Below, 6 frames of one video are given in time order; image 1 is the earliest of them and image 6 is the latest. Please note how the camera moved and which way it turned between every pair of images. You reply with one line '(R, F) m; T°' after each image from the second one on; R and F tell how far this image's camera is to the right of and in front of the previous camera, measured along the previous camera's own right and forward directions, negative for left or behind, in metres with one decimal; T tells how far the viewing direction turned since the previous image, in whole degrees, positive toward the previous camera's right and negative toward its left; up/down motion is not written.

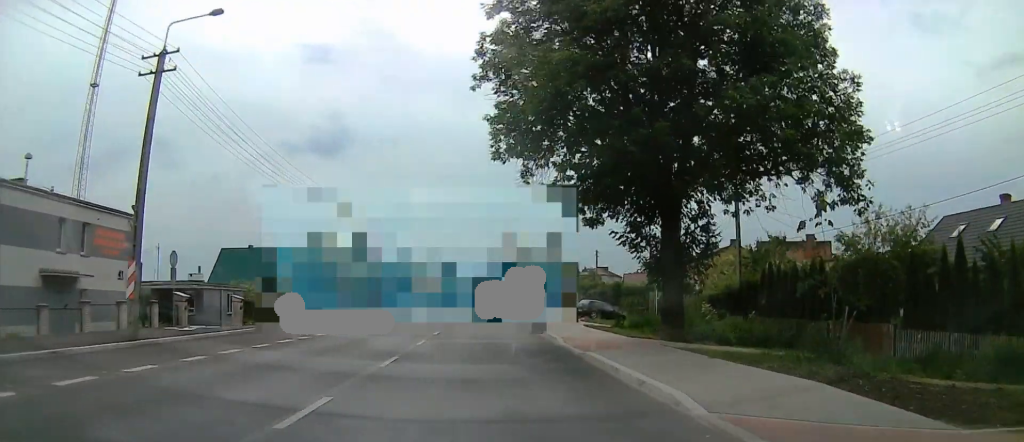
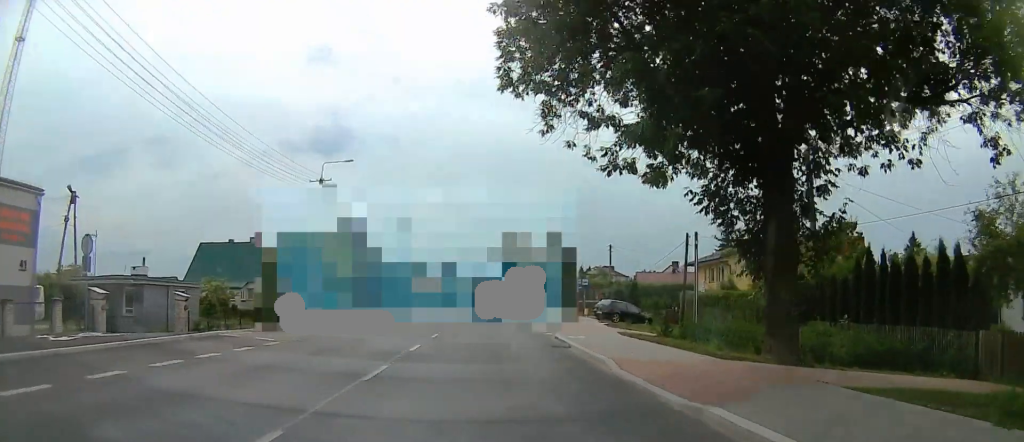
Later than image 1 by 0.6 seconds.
(0.0, +8.1) m; 0°
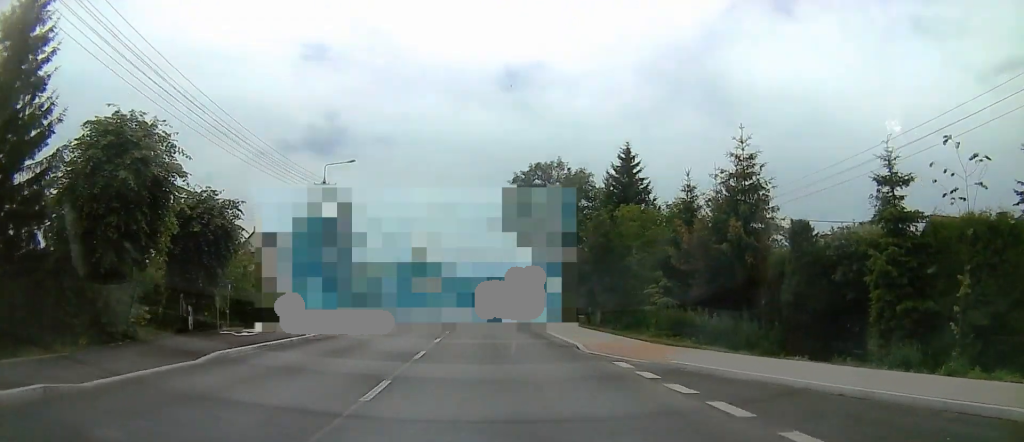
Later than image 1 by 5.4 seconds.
(+0.3, +61.2) m; +1°
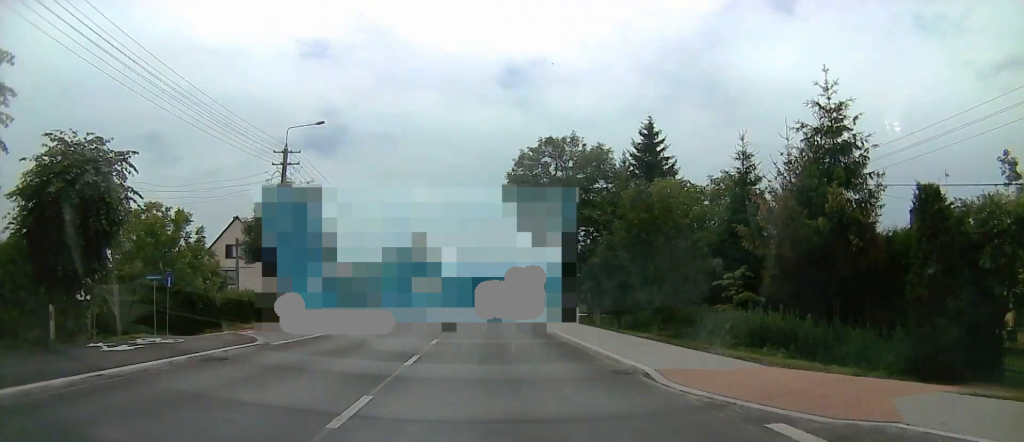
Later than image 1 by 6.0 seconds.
(0.0, +7.8) m; +2°
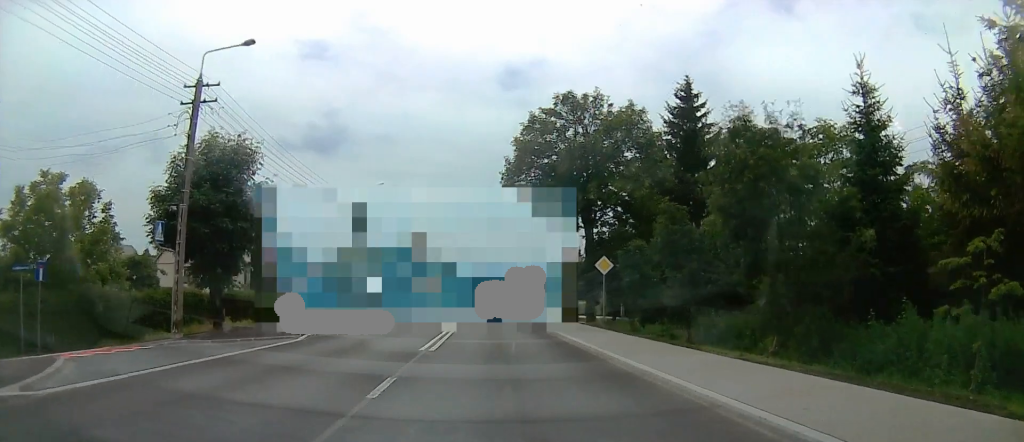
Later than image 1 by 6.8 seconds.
(+0.2, +9.9) m; +2°
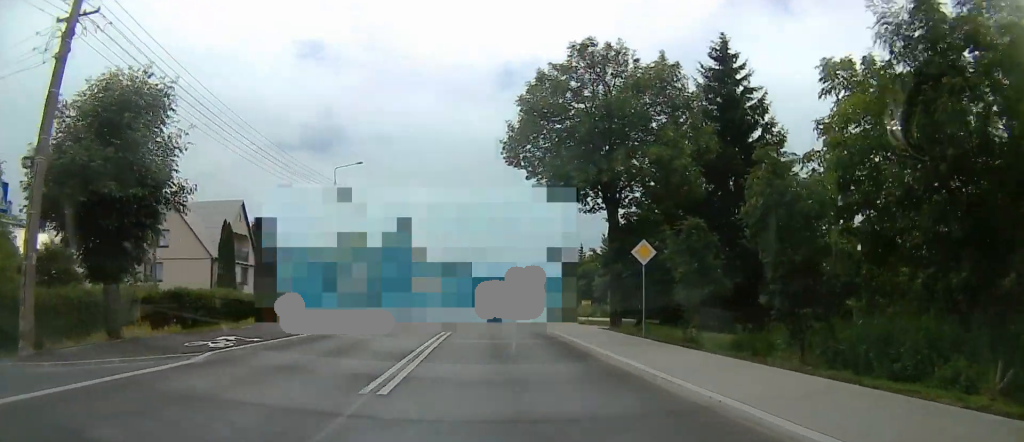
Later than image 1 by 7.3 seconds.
(+0.2, +7.2) m; +2°
